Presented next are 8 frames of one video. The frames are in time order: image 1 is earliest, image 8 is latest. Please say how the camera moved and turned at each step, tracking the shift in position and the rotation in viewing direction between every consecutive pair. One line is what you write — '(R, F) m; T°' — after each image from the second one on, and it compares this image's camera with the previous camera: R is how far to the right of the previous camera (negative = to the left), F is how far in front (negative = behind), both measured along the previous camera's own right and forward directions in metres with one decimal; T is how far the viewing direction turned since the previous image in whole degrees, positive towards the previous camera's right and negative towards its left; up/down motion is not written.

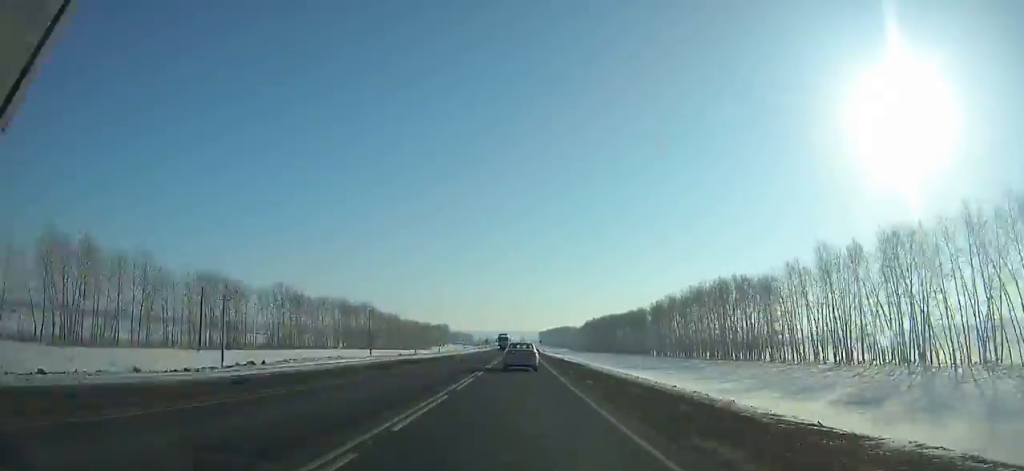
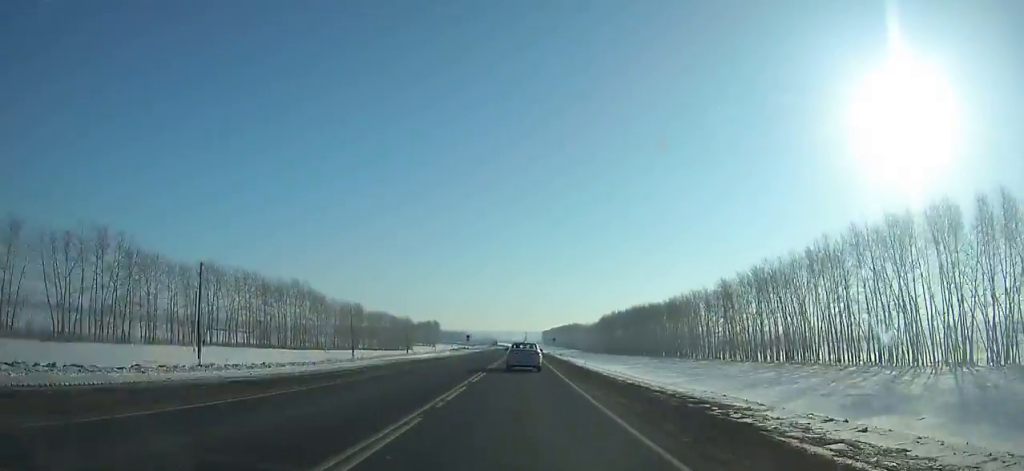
(0.0, +67.7) m; 0°
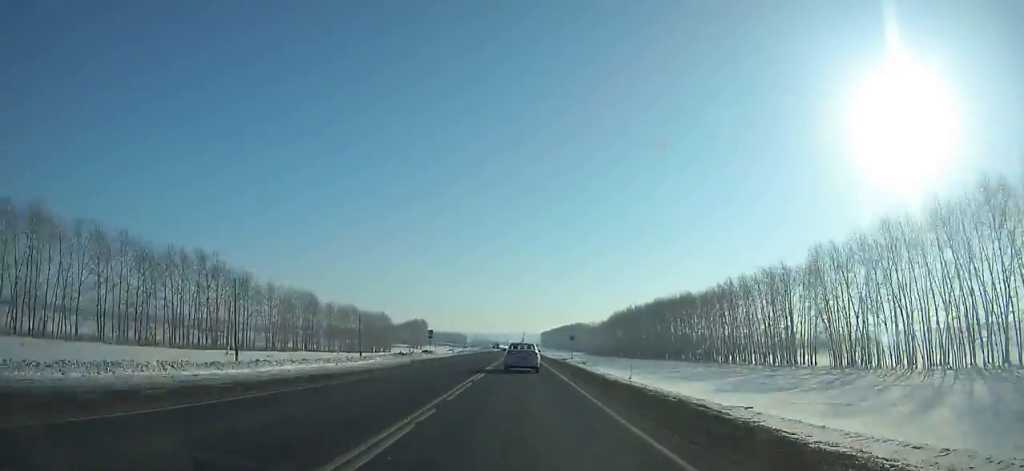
(0.0, +45.7) m; 0°
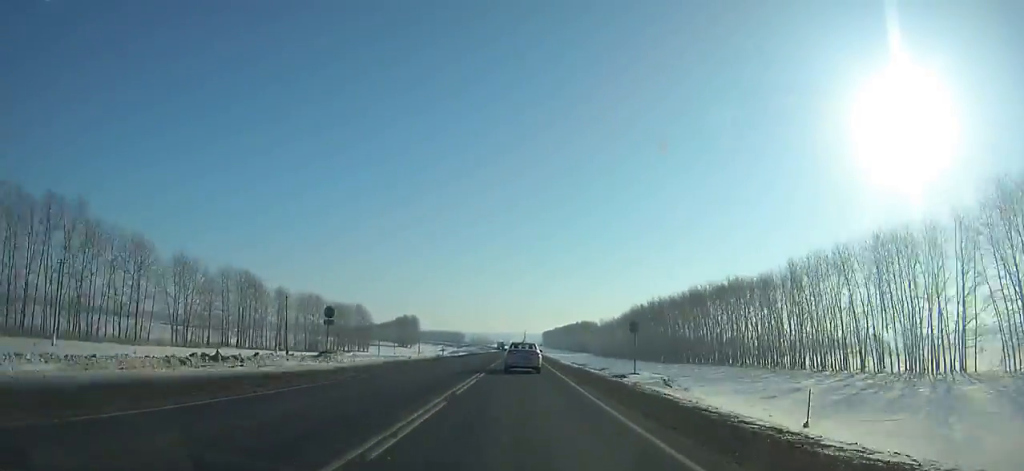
(0.0, +38.4) m; 0°
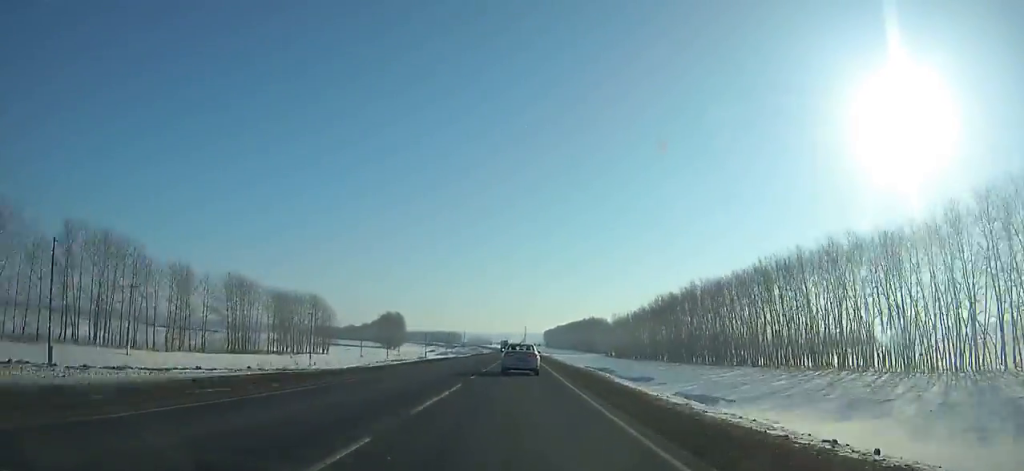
(0.0, +45.3) m; 0°
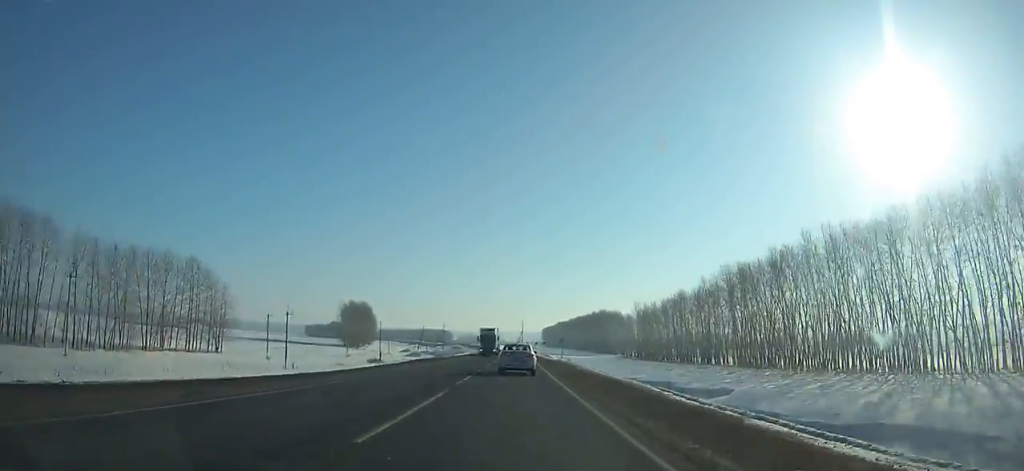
(0.0, +64.3) m; 0°
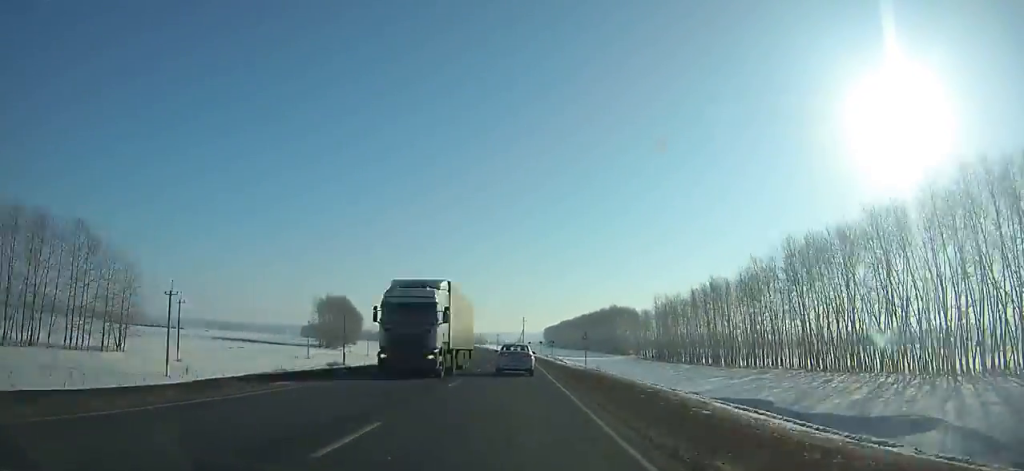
(+0.2, +31.0) m; 0°
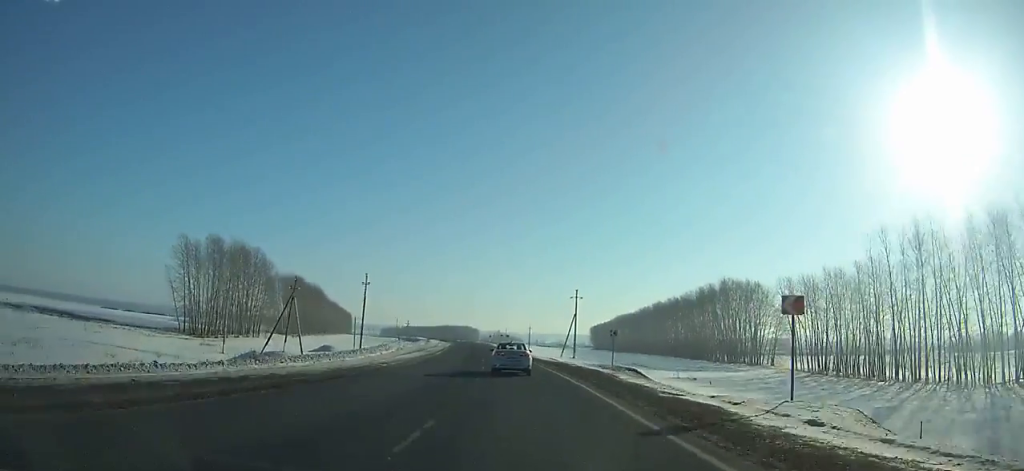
(-3.5, +107.2) m; -5°
